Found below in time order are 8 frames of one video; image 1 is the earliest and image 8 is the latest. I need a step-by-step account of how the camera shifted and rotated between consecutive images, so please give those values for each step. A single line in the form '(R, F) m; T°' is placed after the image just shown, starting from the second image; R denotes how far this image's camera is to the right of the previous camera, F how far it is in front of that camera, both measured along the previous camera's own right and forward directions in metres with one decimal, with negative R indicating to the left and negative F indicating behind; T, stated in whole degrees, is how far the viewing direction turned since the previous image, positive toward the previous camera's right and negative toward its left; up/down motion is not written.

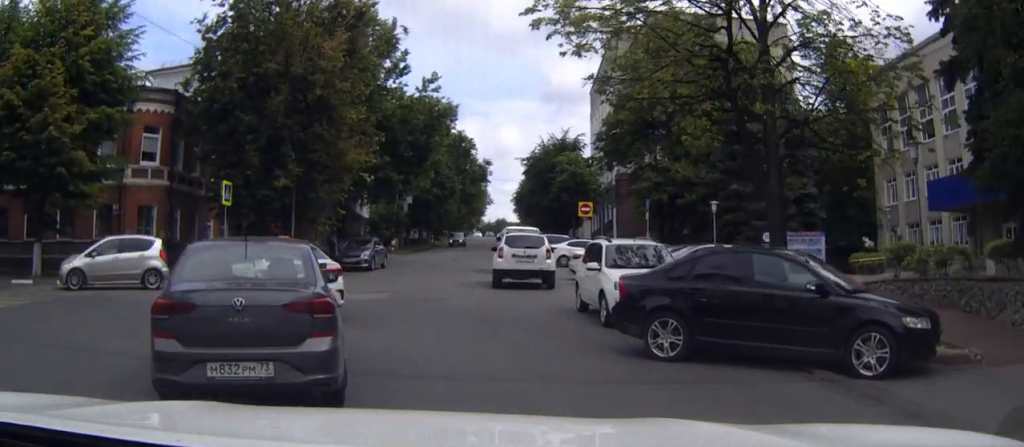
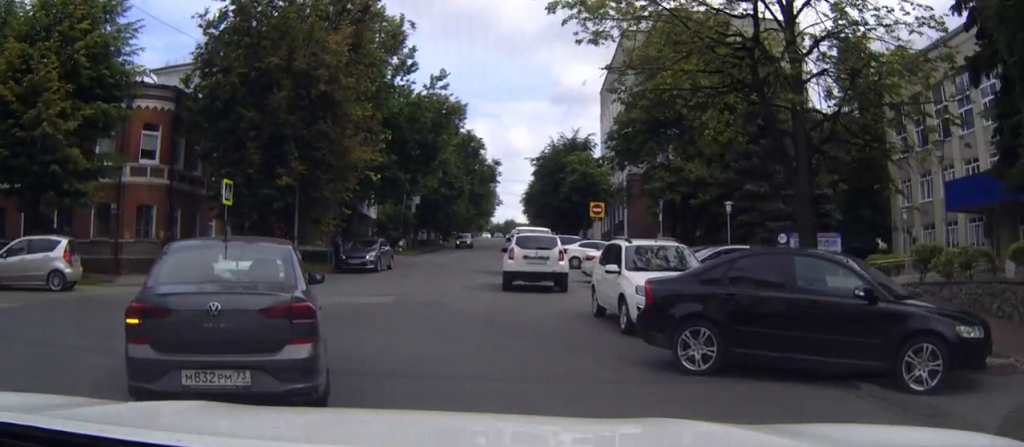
(0.0, +1.2) m; -3°
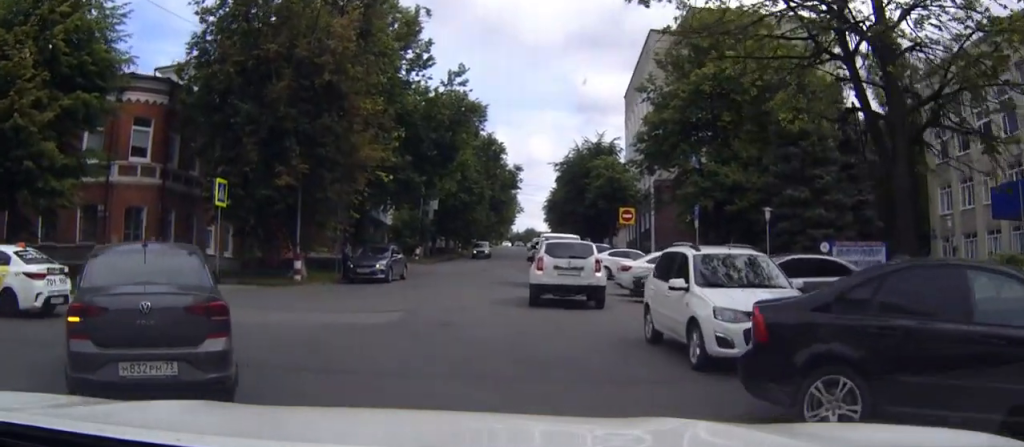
(-0.2, +3.0) m; -13°
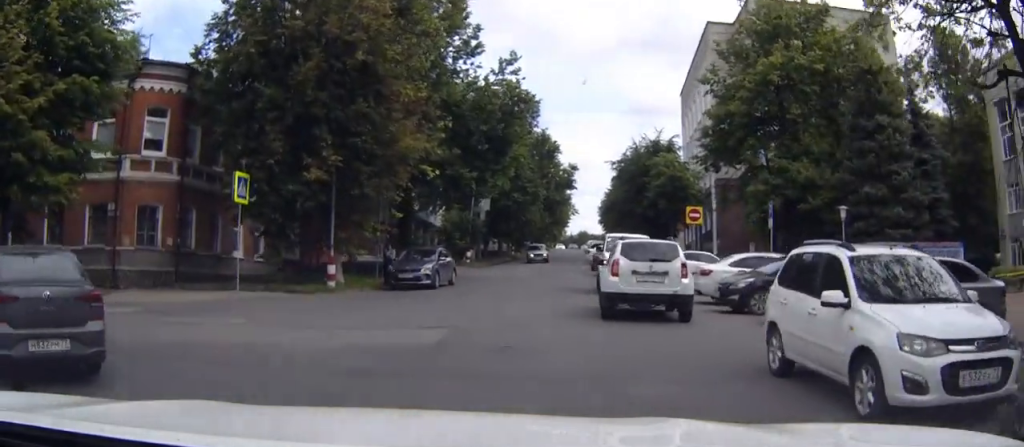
(-0.4, +2.9) m; -10°
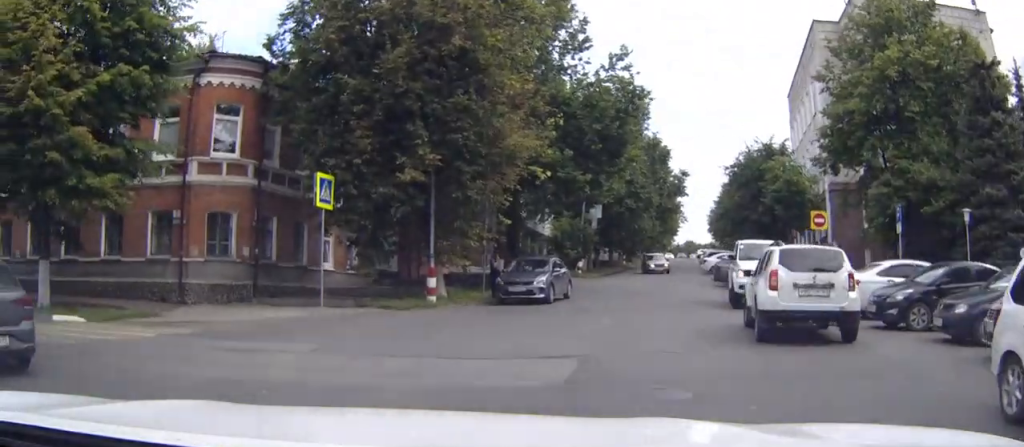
(-0.1, +2.7) m; -3°
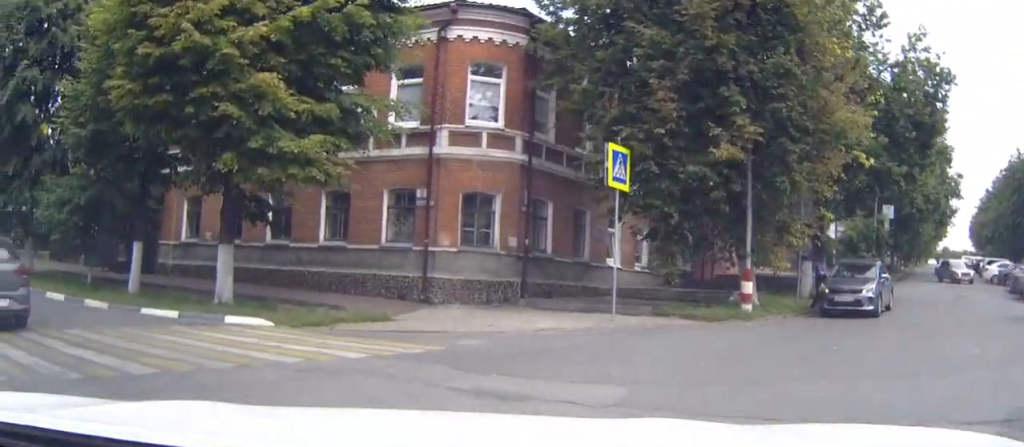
(0.0, +4.5) m; -4°
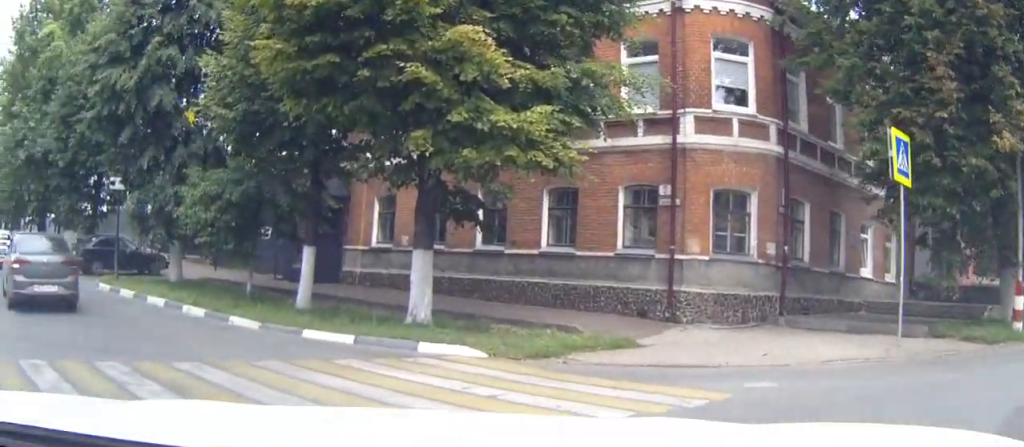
(+0.1, +3.6) m; -12°
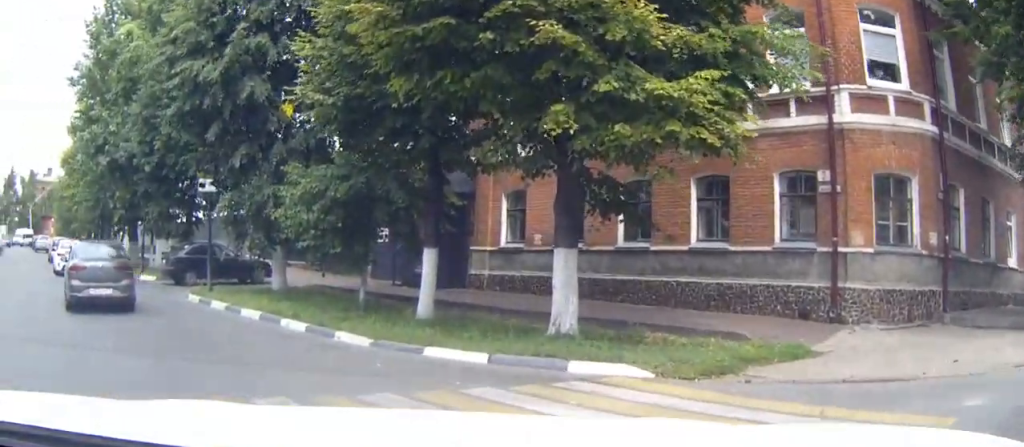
(-0.4, +2.1) m; -9°
